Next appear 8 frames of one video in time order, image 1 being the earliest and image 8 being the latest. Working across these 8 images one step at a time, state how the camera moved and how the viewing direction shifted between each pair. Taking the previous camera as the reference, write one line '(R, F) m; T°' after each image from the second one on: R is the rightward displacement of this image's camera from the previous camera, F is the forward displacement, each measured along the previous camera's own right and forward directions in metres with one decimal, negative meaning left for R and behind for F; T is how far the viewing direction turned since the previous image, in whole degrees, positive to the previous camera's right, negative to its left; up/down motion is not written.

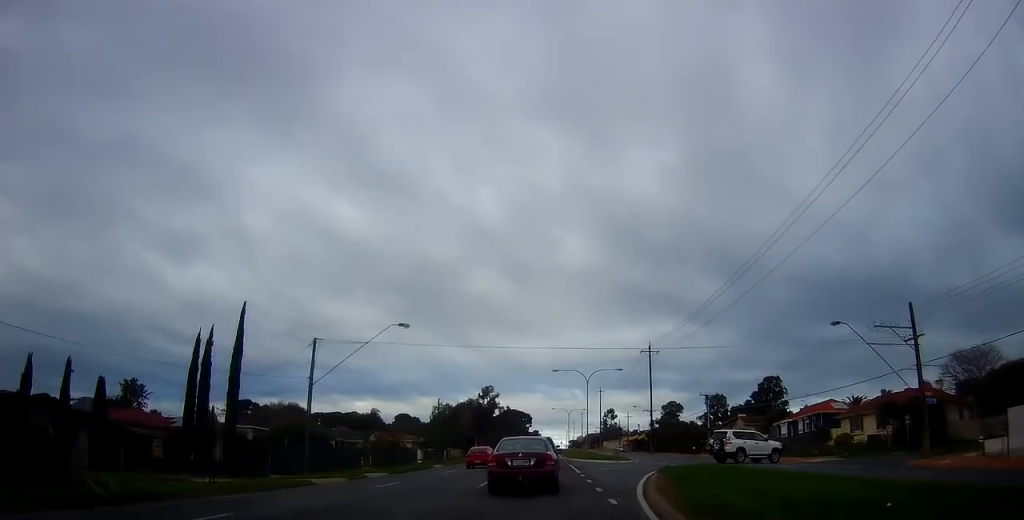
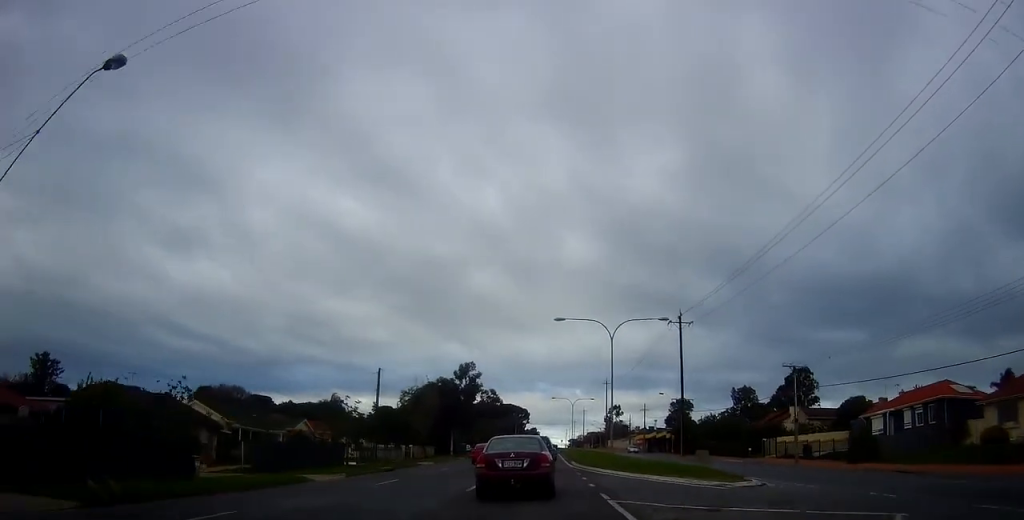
(-0.9, +25.1) m; 0°
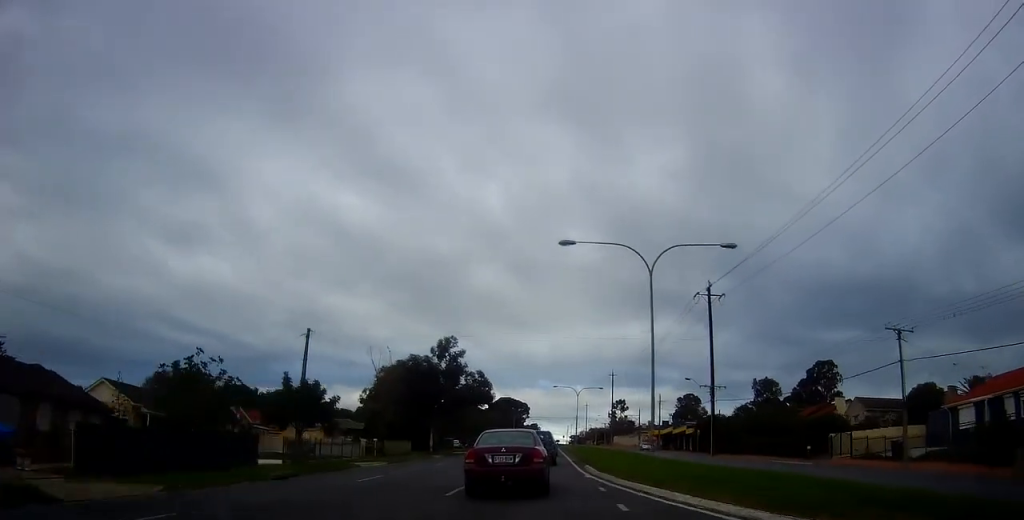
(+0.5, +14.9) m; 0°
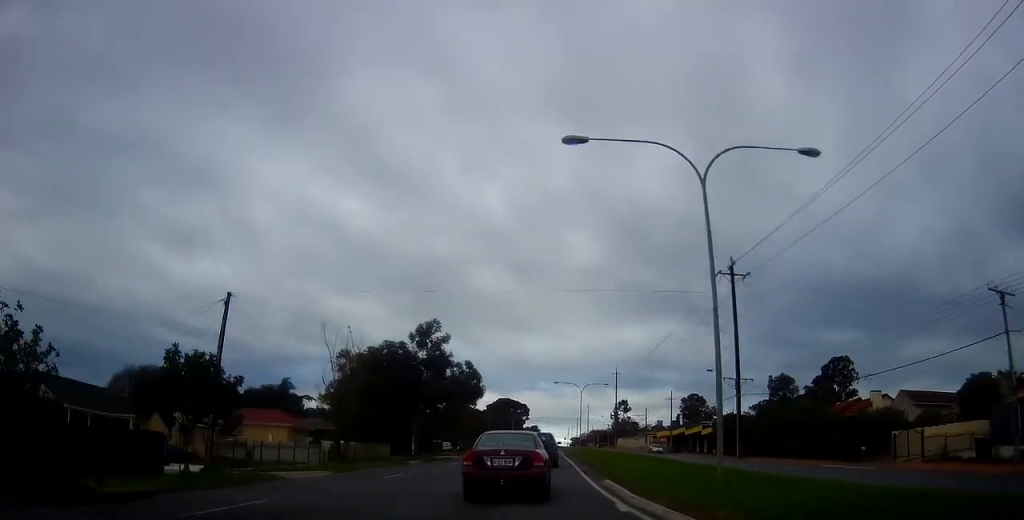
(-0.3, +9.1) m; -1°
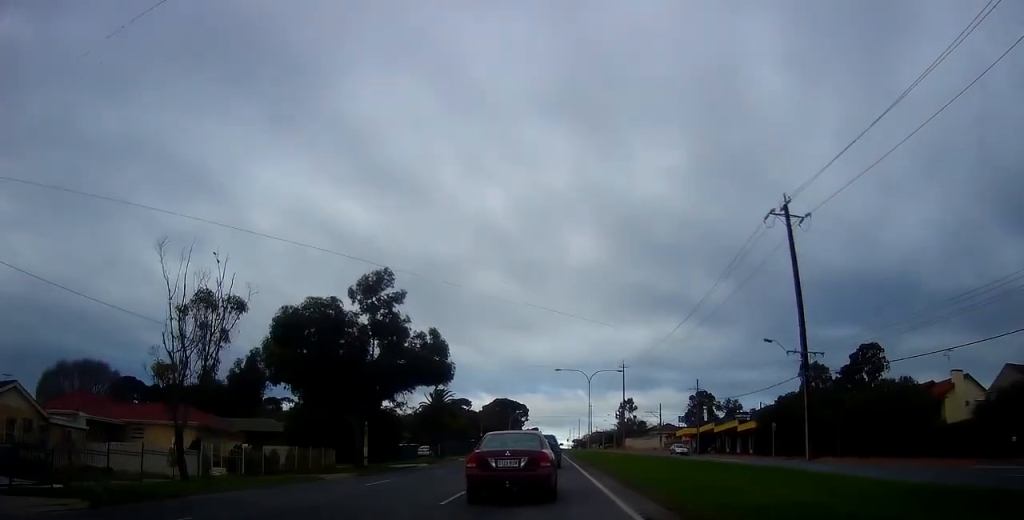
(-0.3, +15.8) m; -1°
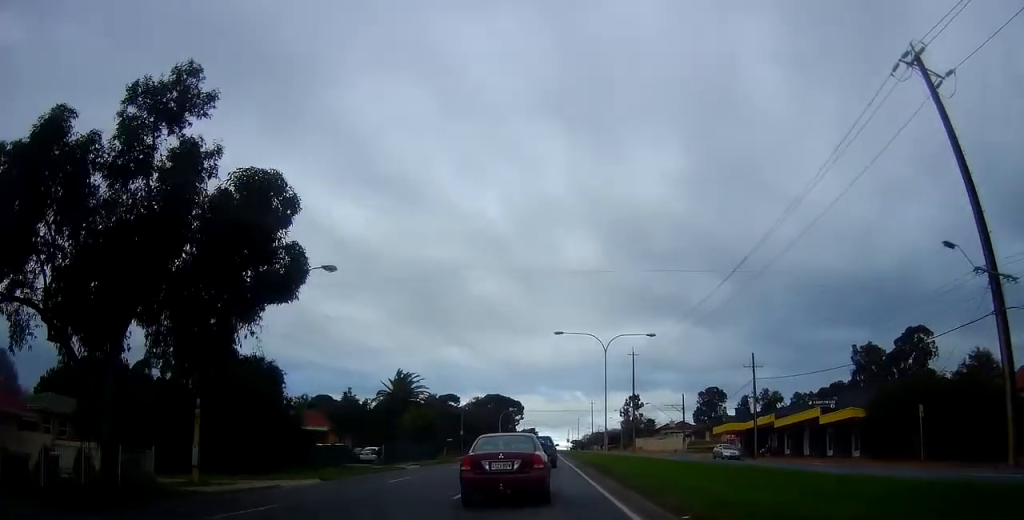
(+0.4, +21.9) m; +2°
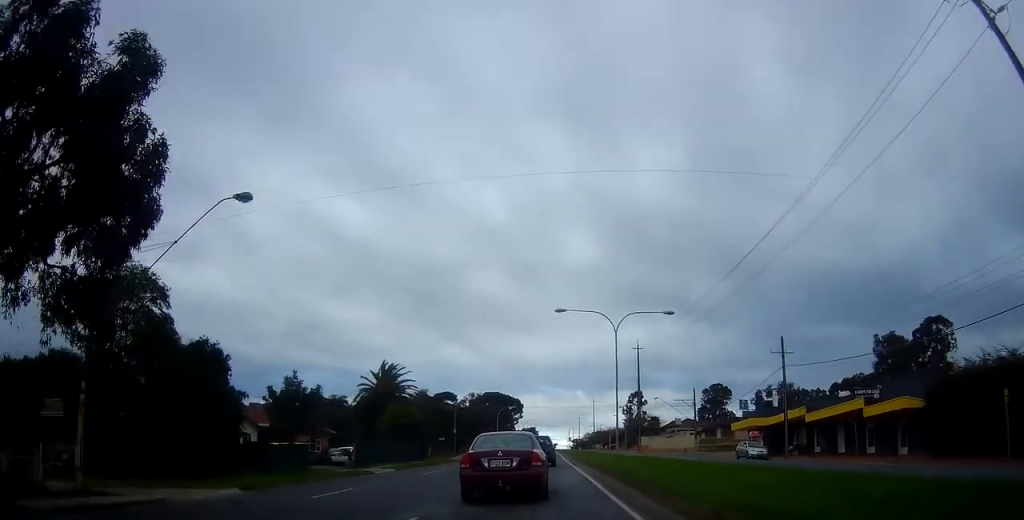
(+0.3, +7.1) m; 0°
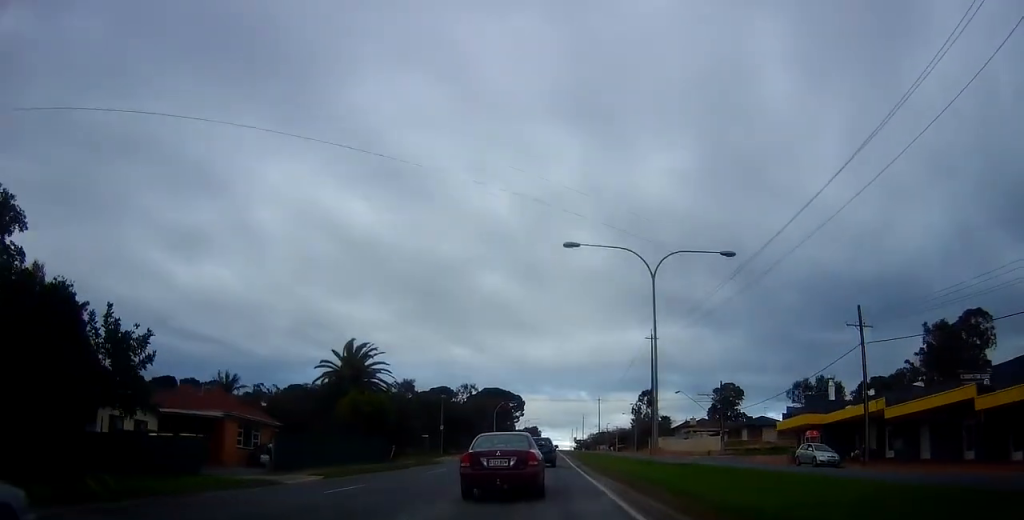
(-0.4, +12.4) m; -2°
